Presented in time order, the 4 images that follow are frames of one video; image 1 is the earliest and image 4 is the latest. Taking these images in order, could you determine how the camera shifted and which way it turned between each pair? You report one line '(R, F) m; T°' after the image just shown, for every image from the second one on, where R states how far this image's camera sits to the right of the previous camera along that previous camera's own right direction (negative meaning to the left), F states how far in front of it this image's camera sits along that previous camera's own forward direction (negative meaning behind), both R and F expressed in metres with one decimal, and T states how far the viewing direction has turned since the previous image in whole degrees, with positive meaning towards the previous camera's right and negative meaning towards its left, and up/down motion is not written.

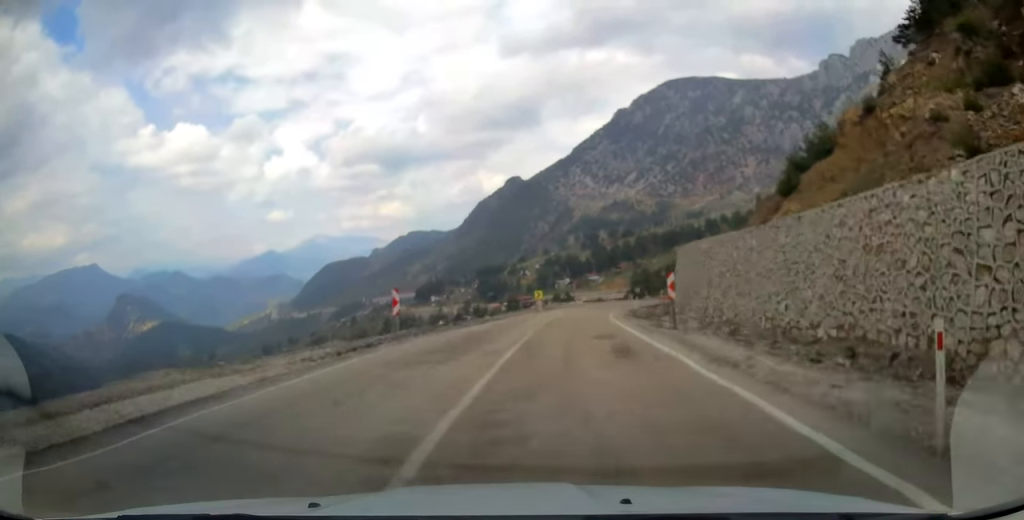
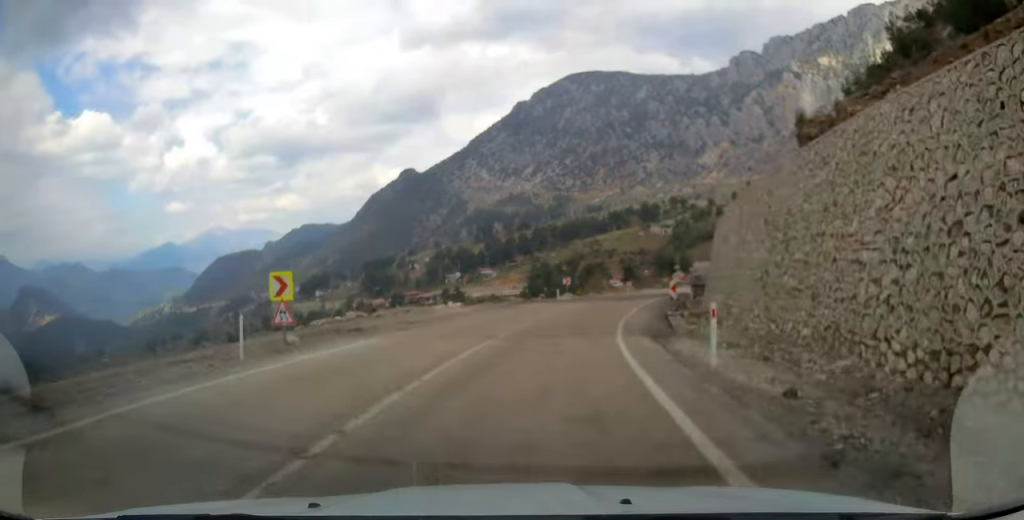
(+3.8, +45.9) m; +10°
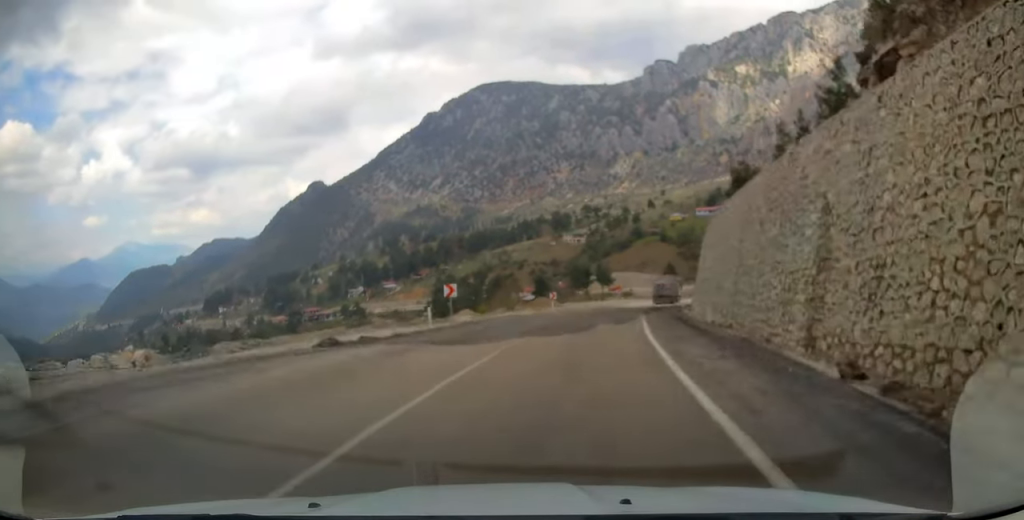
(+2.0, +26.1) m; +9°
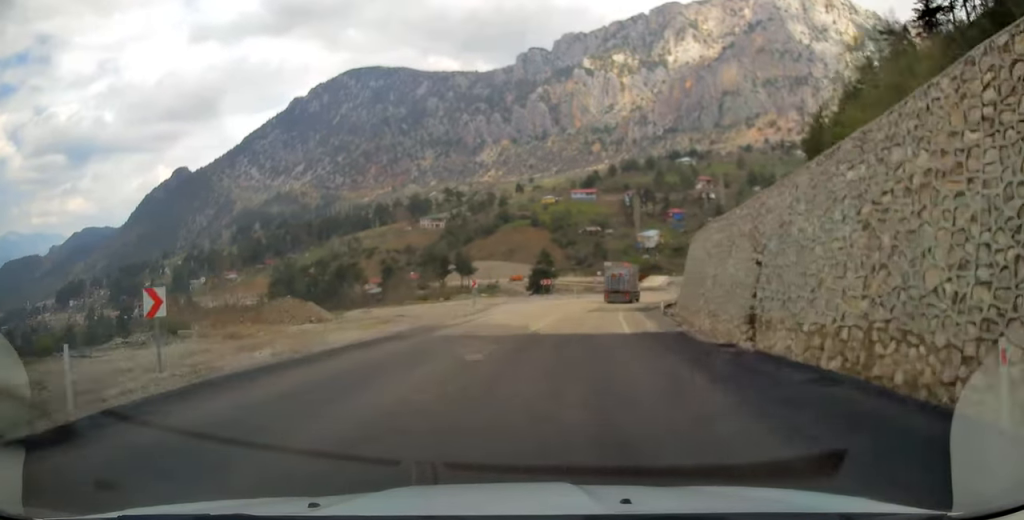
(+6.7, +47.9) m; +12°
